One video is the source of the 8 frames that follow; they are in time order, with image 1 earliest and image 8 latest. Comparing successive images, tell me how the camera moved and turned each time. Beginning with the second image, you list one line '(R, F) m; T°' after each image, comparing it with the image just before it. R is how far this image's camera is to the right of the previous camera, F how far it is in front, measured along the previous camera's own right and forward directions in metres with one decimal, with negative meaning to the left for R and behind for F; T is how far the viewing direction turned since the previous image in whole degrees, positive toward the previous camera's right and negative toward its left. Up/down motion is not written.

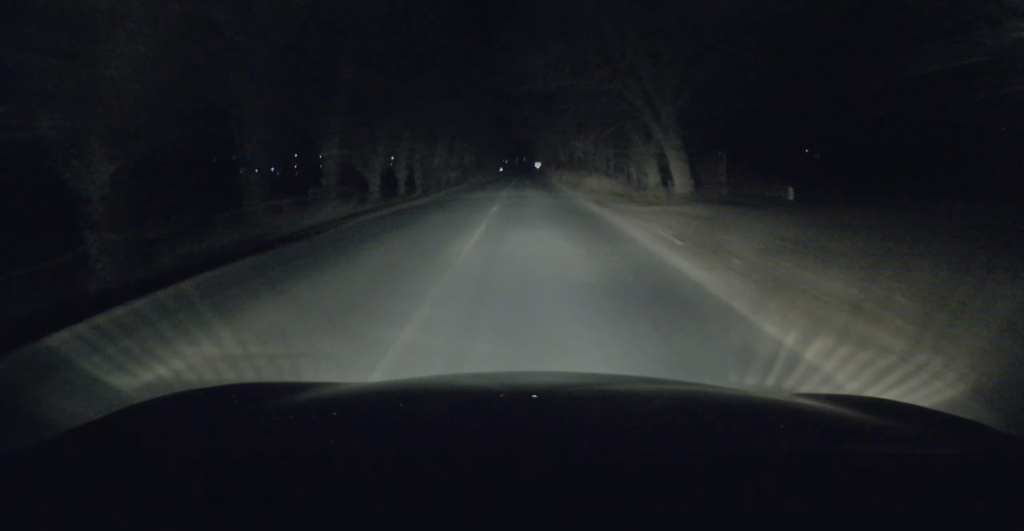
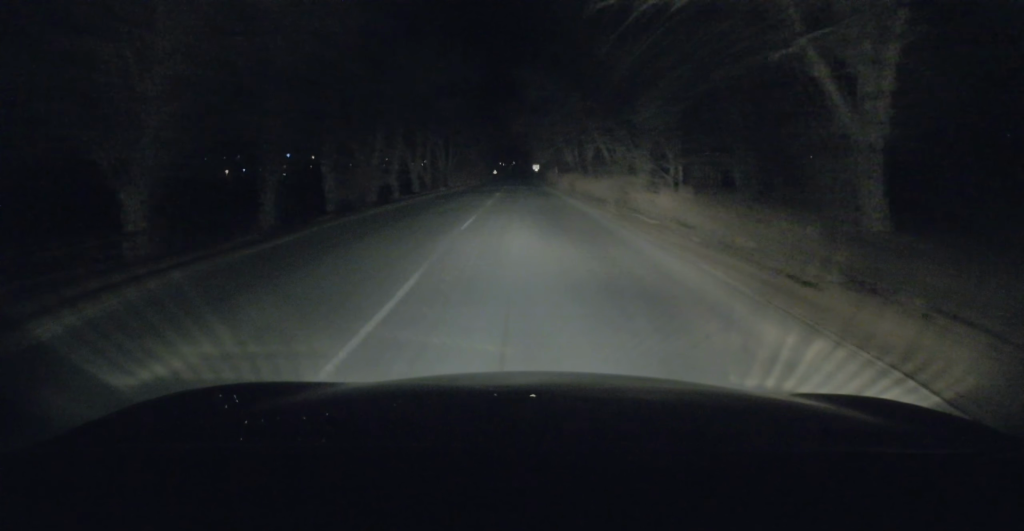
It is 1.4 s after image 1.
(+0.1, +22.3) m; +1°
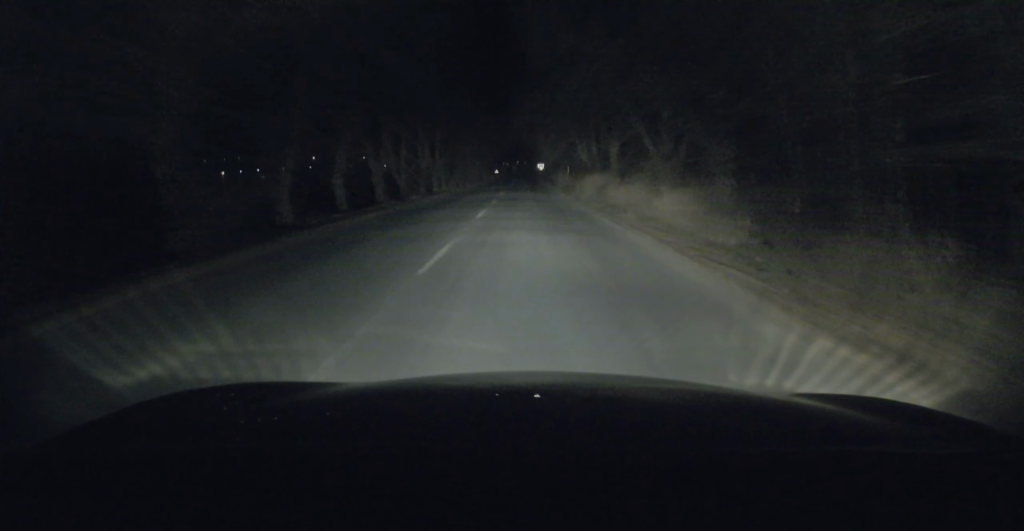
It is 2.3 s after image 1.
(-0.1, +14.1) m; -1°
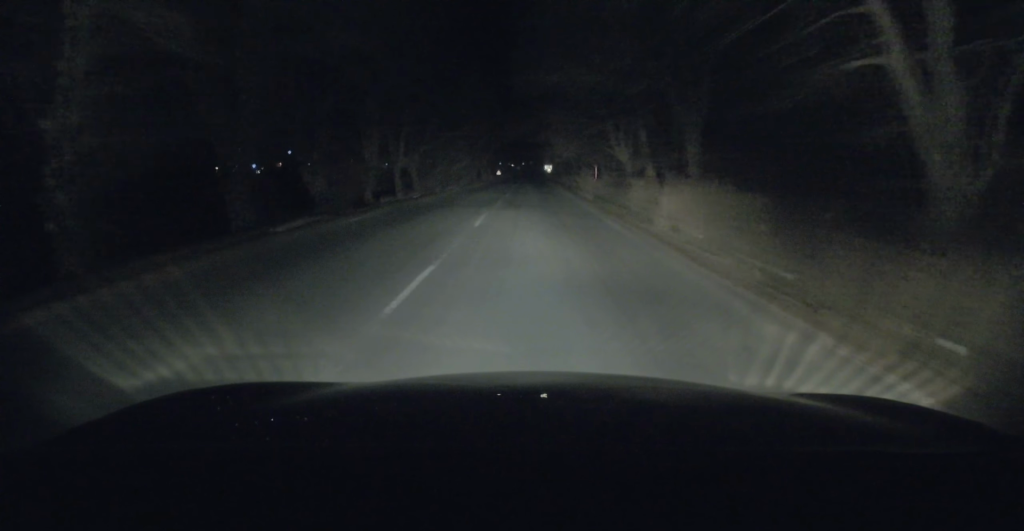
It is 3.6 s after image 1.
(-0.3, +20.3) m; +1°
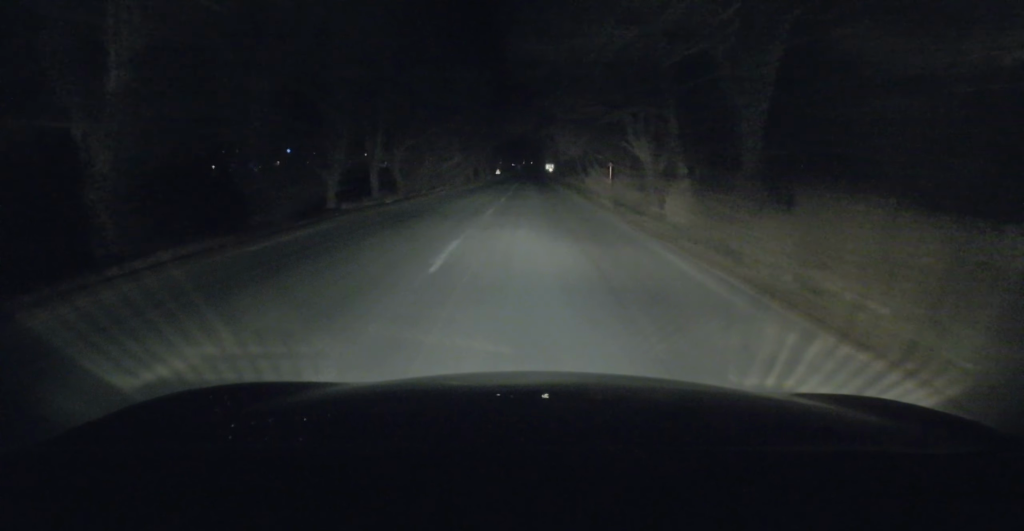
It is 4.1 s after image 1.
(+0.2, +6.8) m; +1°
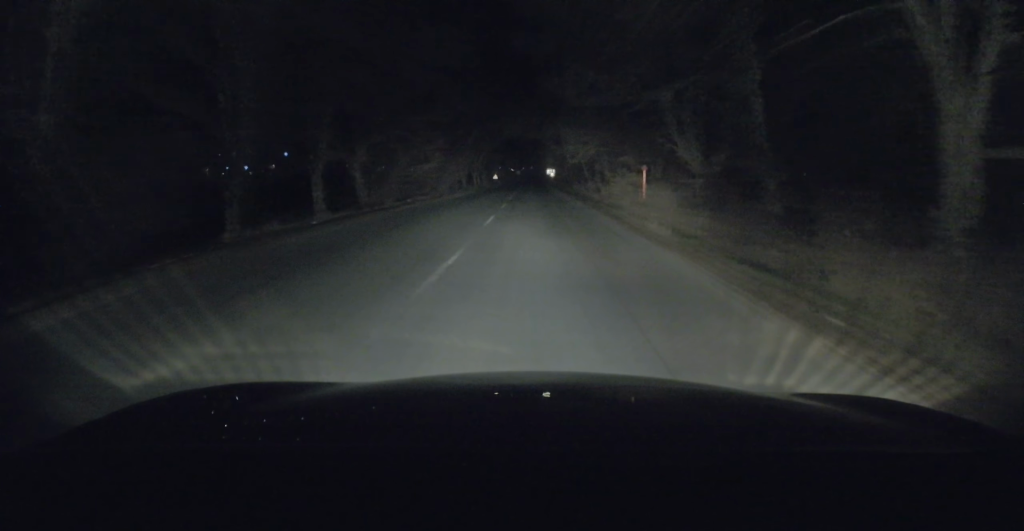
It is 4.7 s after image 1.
(+0.2, +10.0) m; +1°
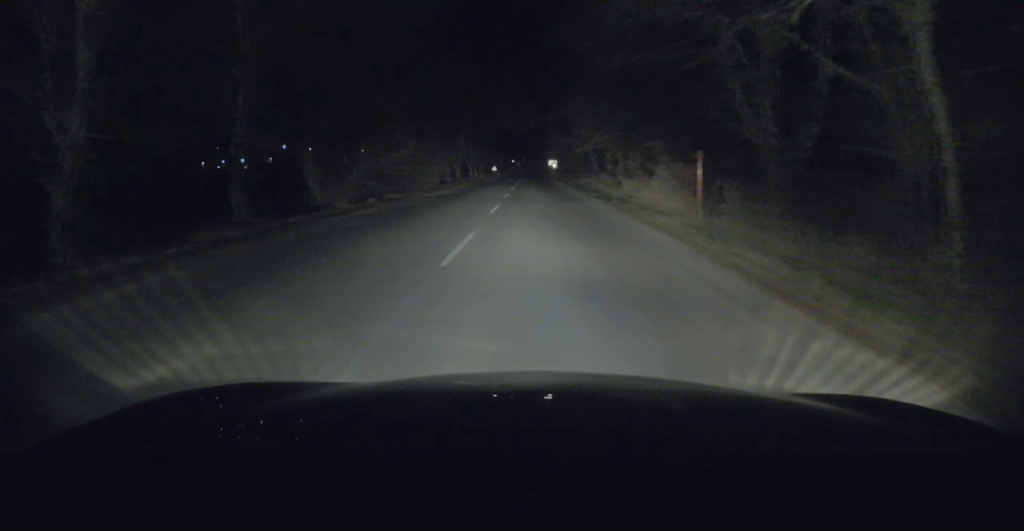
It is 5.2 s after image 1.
(0.0, +8.0) m; -1°
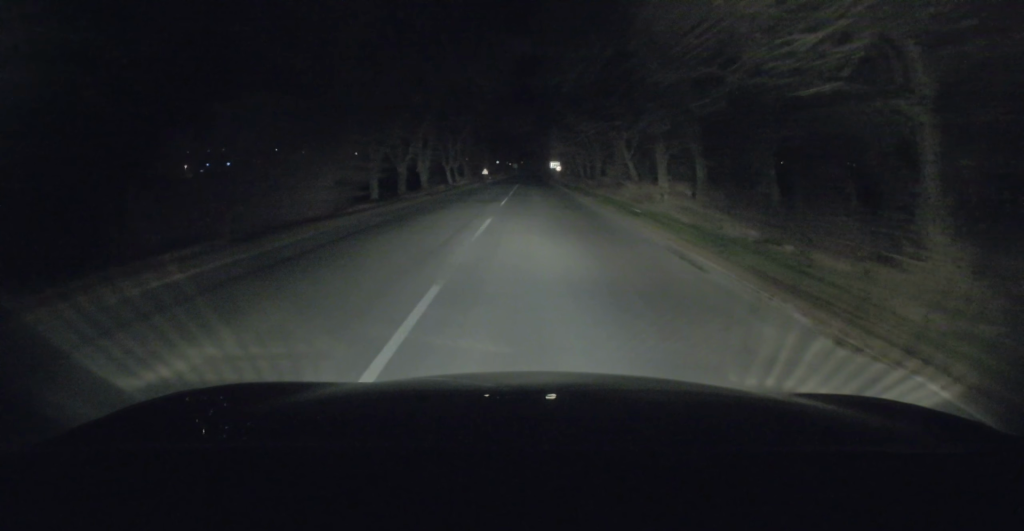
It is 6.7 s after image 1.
(-0.5, +23.9) m; -3°
